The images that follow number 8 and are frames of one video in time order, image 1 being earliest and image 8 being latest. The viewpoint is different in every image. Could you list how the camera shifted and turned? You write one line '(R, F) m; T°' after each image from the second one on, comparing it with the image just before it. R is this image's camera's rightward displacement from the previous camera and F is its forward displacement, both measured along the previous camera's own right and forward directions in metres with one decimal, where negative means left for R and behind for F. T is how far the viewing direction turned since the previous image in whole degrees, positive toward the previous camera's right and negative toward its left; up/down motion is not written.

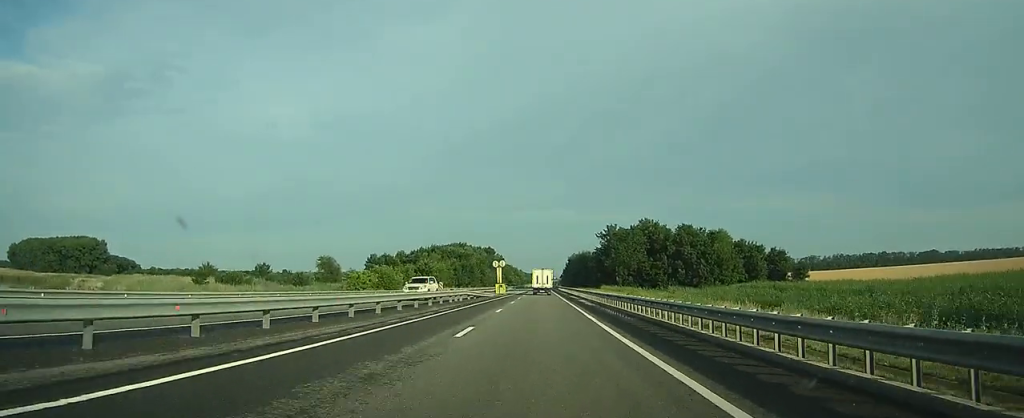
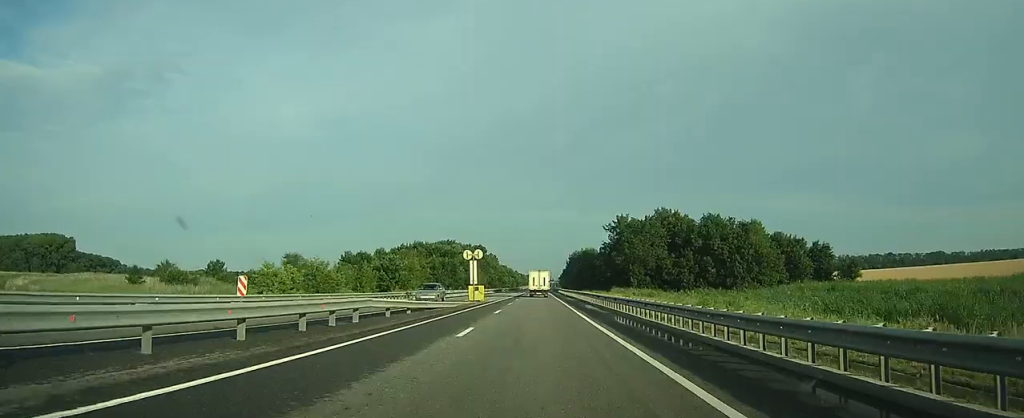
(-0.1, +23.4) m; 0°
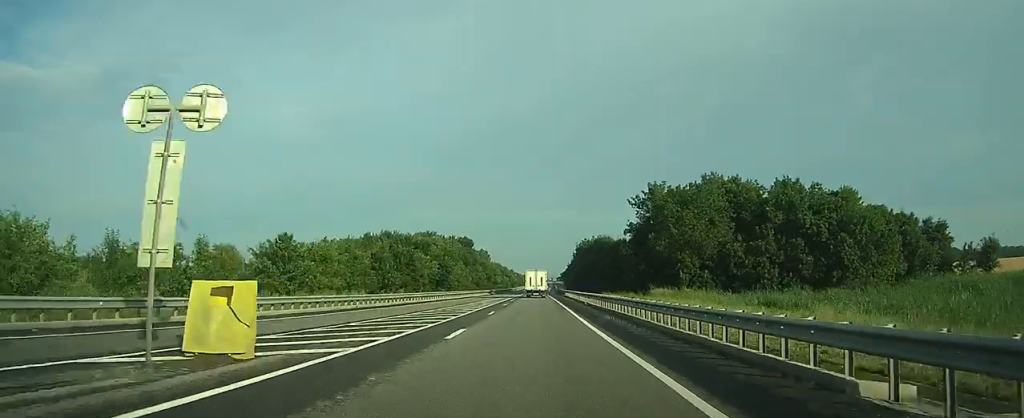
(+0.1, +35.2) m; 0°
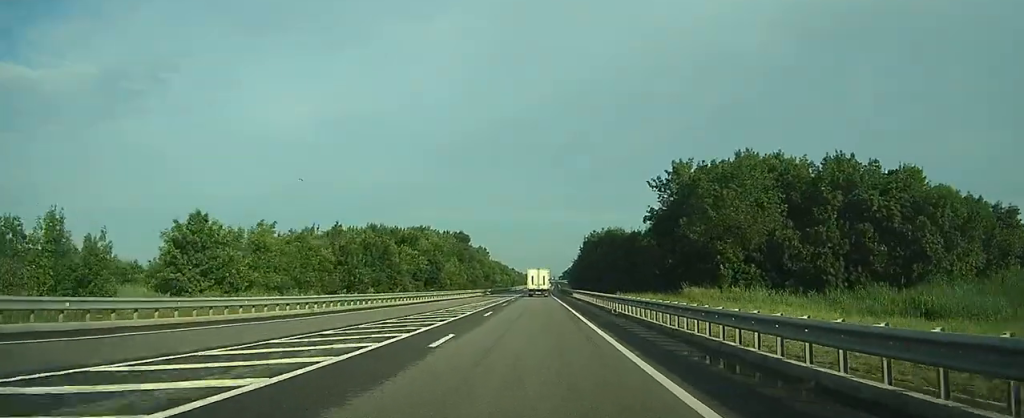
(0.0, +12.9) m; 0°
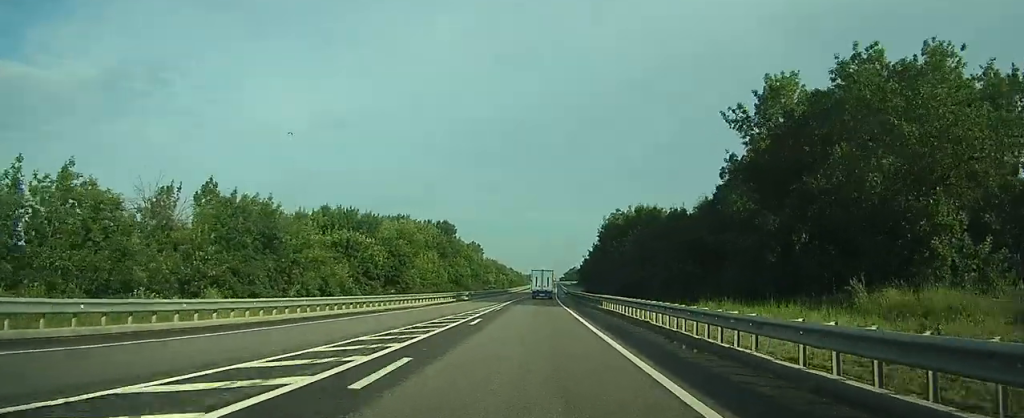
(0.0, +25.3) m; 0°
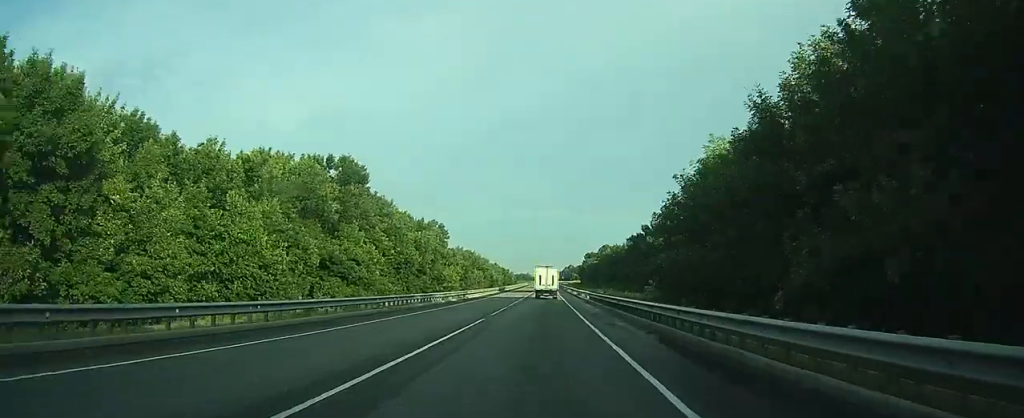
(+0.4, +62.8) m; +1°
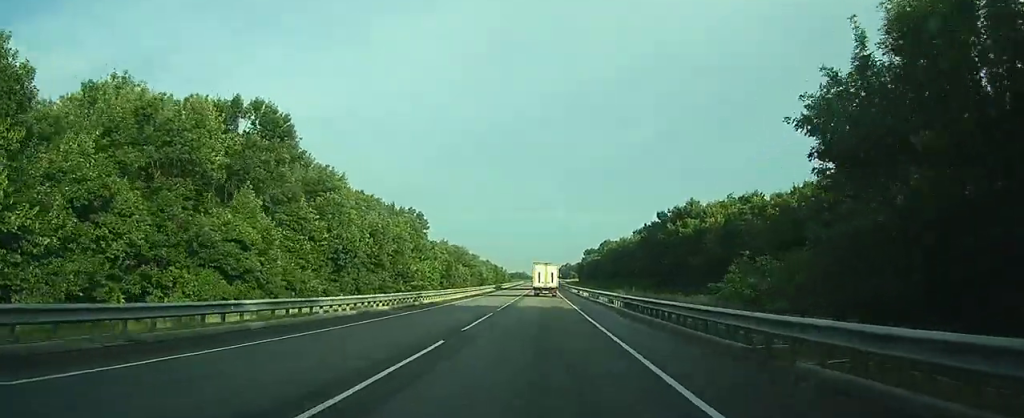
(0.0, +23.2) m; 0°
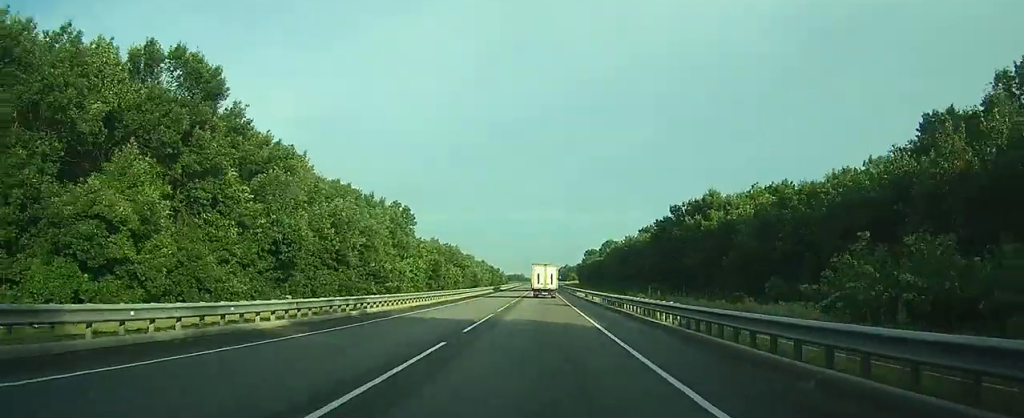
(0.0, +12.8) m; 0°
